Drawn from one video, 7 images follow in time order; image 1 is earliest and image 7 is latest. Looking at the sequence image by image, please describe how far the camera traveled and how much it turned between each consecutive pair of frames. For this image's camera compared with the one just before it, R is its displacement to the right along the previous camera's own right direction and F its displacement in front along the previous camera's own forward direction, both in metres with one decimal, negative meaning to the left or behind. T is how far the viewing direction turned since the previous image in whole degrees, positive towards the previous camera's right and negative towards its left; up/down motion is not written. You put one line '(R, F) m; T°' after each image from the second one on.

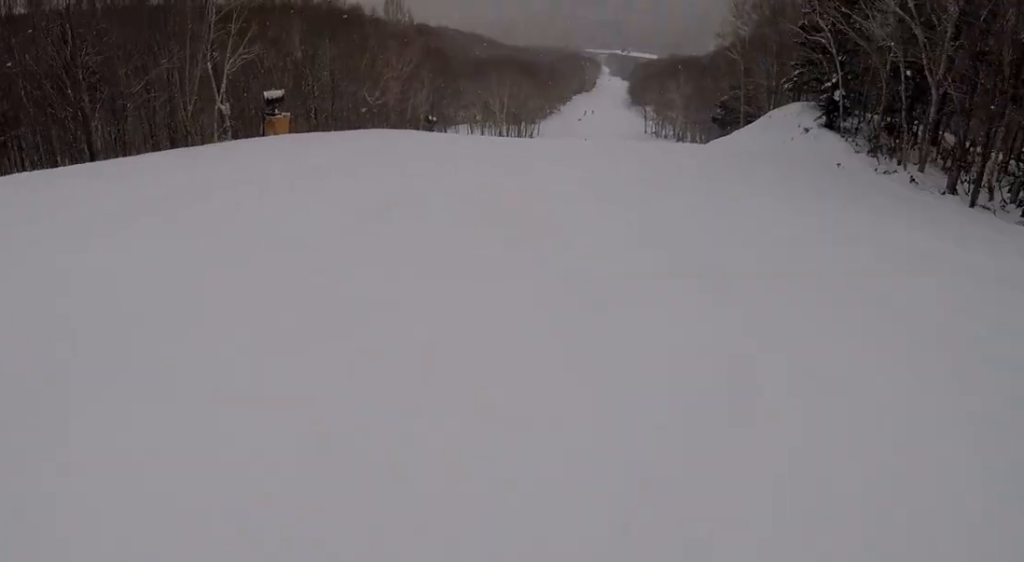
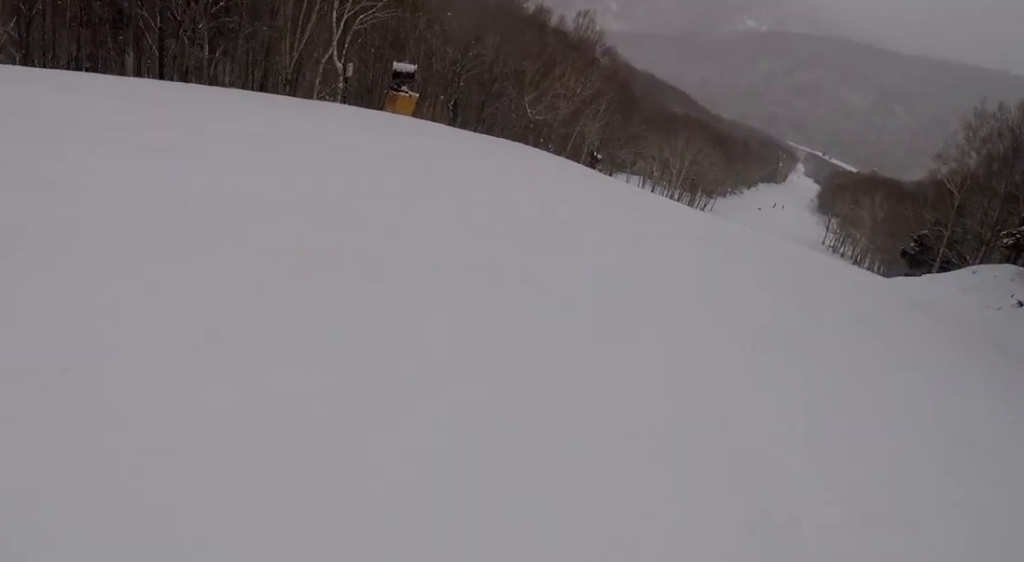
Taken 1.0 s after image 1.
(-0.5, +6.8) m; -11°
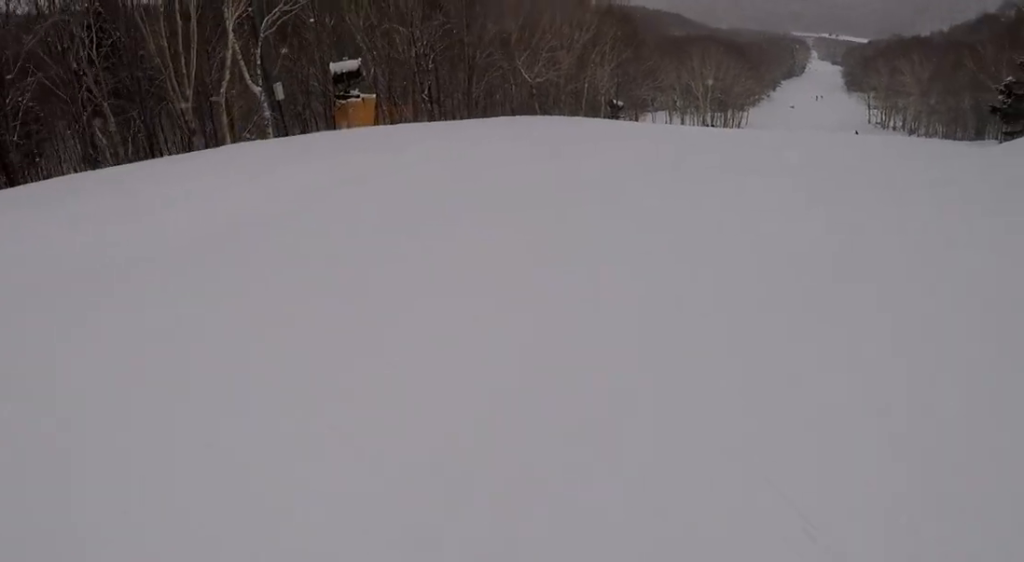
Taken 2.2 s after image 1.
(-1.0, +10.0) m; 0°
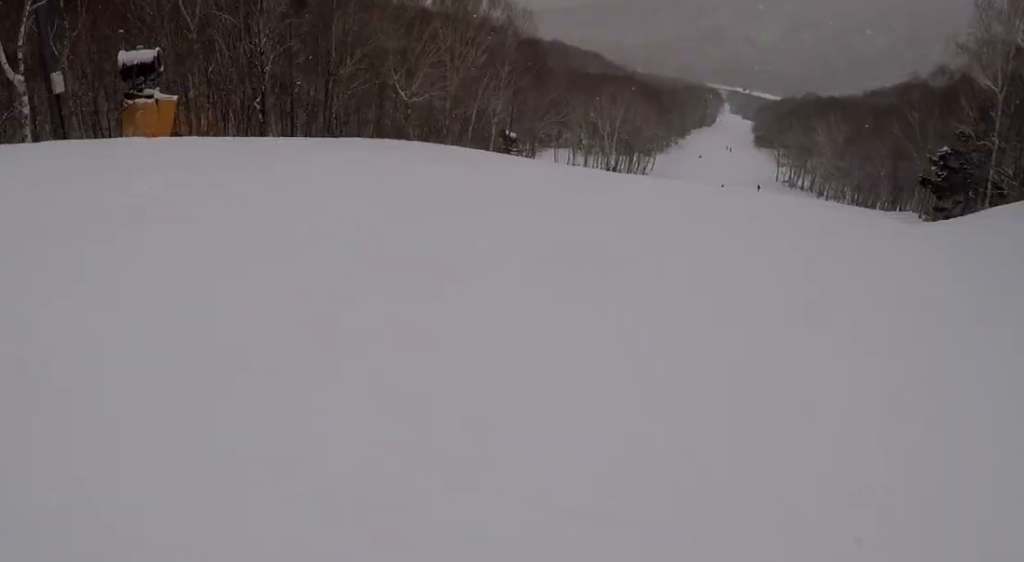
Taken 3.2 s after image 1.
(+0.3, +7.6) m; +2°
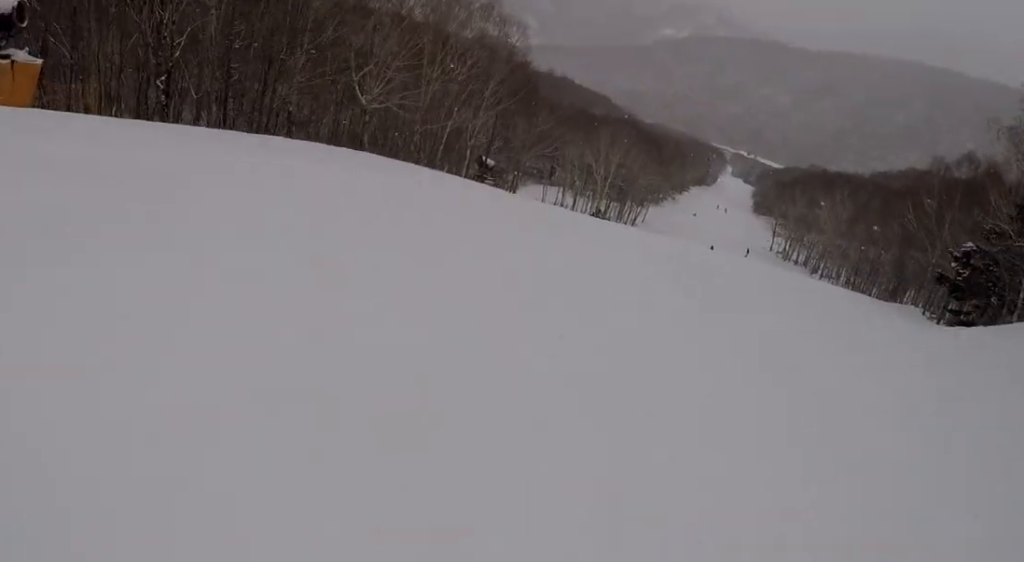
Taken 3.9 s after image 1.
(0.0, +5.7) m; 0°
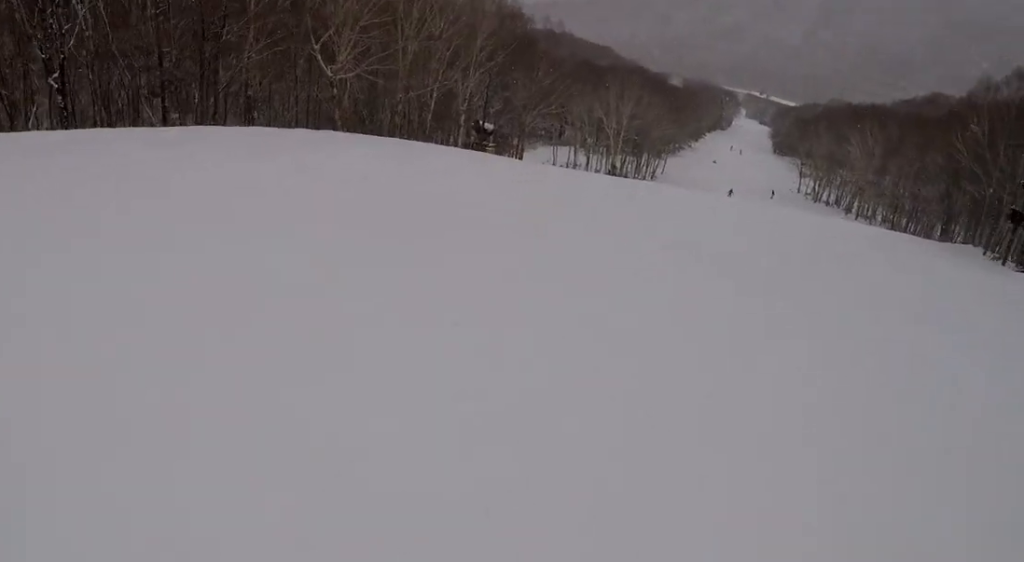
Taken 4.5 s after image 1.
(0.0, +5.1) m; 0°
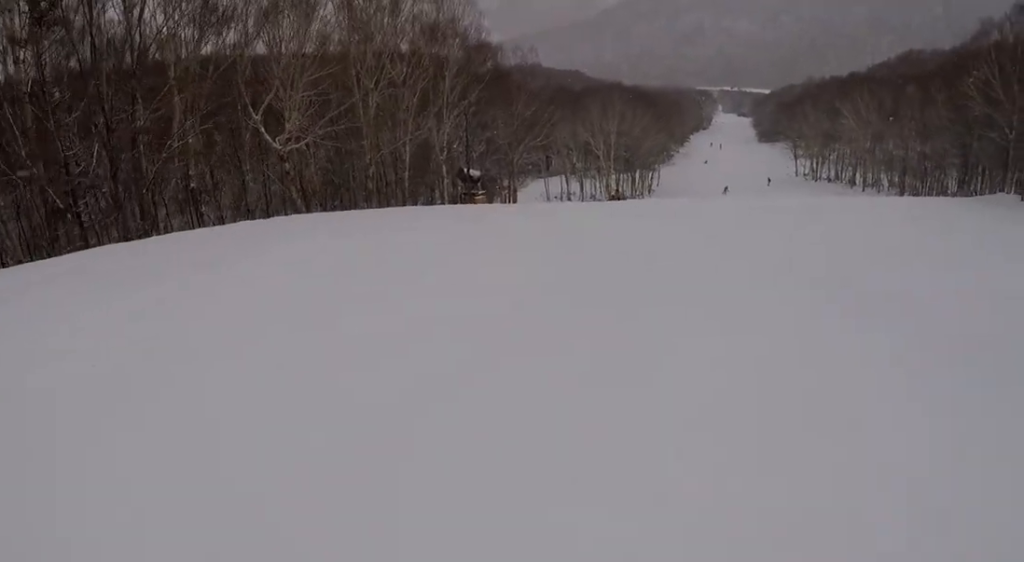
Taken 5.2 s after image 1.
(+0.1, +5.5) m; +6°
